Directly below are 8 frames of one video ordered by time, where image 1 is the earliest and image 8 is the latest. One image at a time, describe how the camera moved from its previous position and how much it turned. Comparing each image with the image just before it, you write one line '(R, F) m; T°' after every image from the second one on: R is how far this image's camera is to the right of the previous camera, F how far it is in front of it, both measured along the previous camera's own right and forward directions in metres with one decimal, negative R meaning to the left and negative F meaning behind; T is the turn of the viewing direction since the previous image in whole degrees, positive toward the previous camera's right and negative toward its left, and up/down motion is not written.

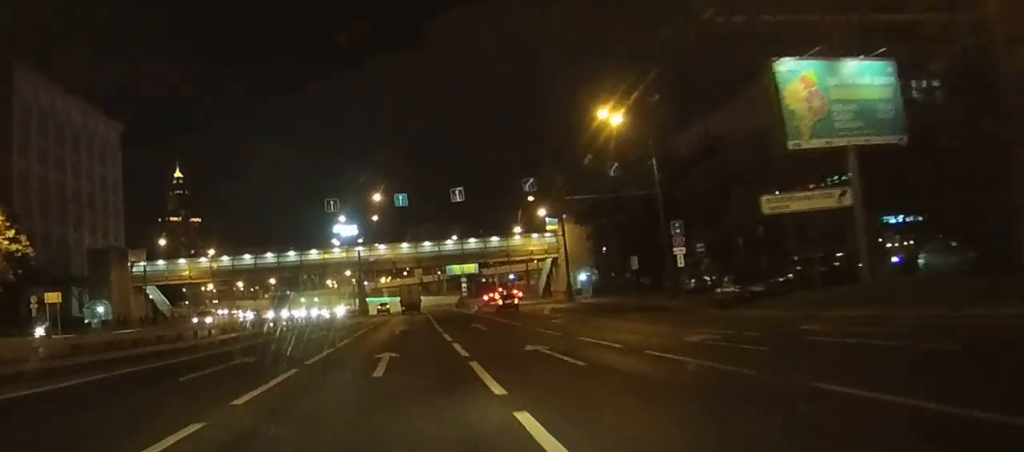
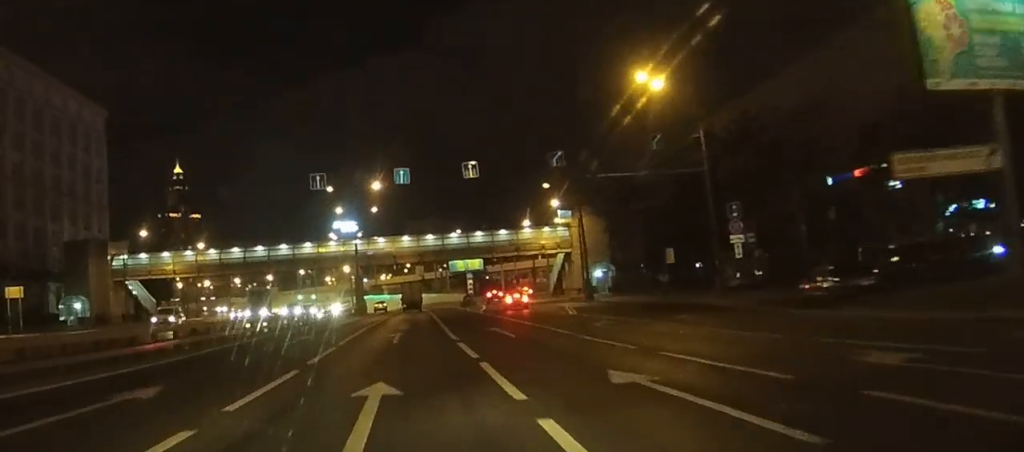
(0.0, +8.8) m; 0°
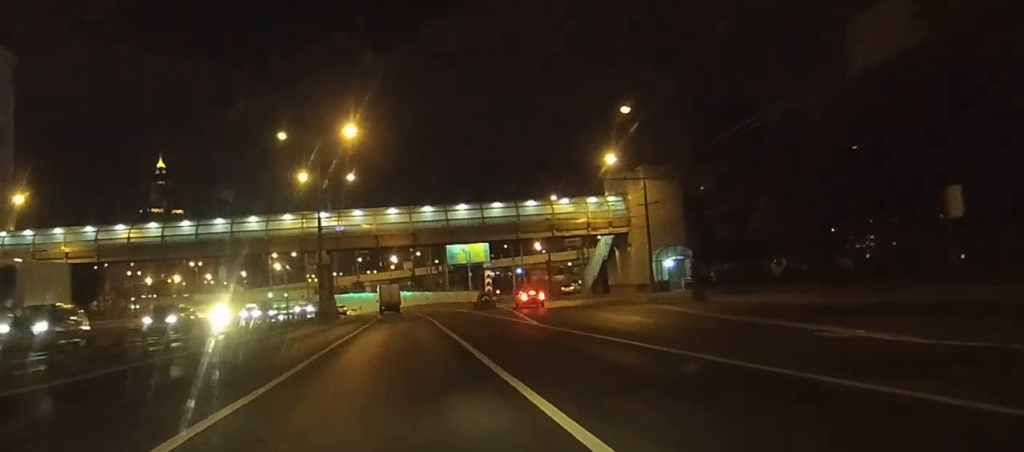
(0.0, +32.3) m; 0°
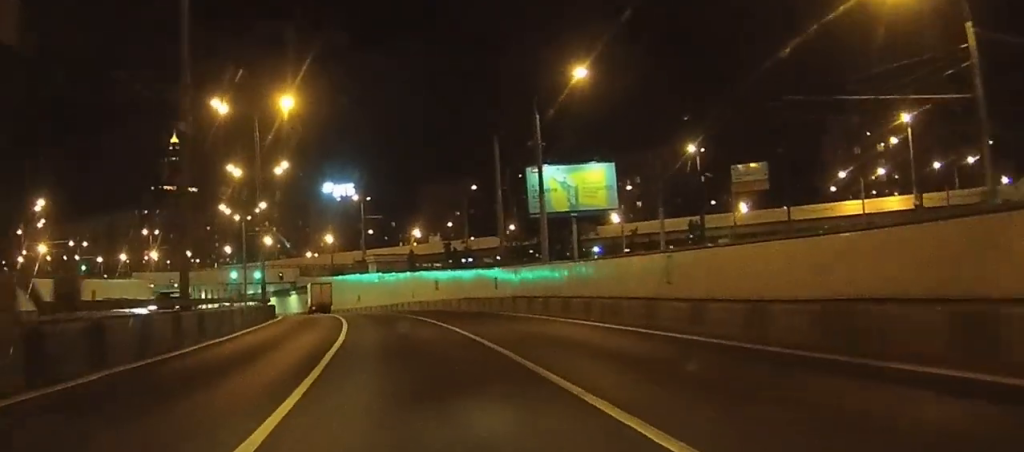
(+0.2, +67.5) m; -1°
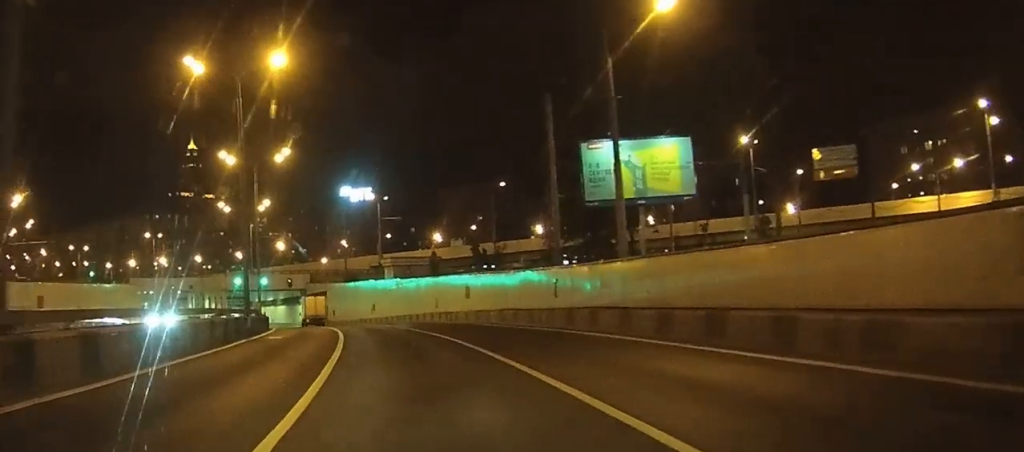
(-0.1, +12.6) m; -2°
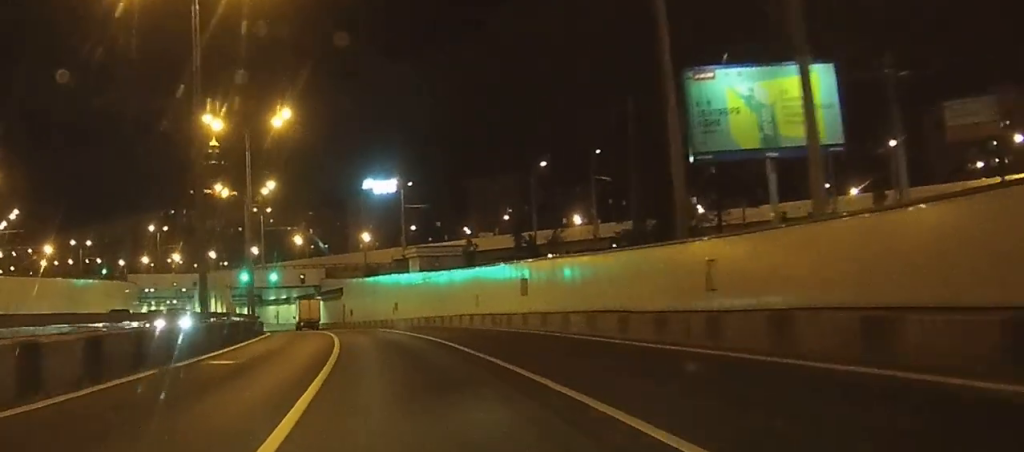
(-0.1, +14.6) m; -2°
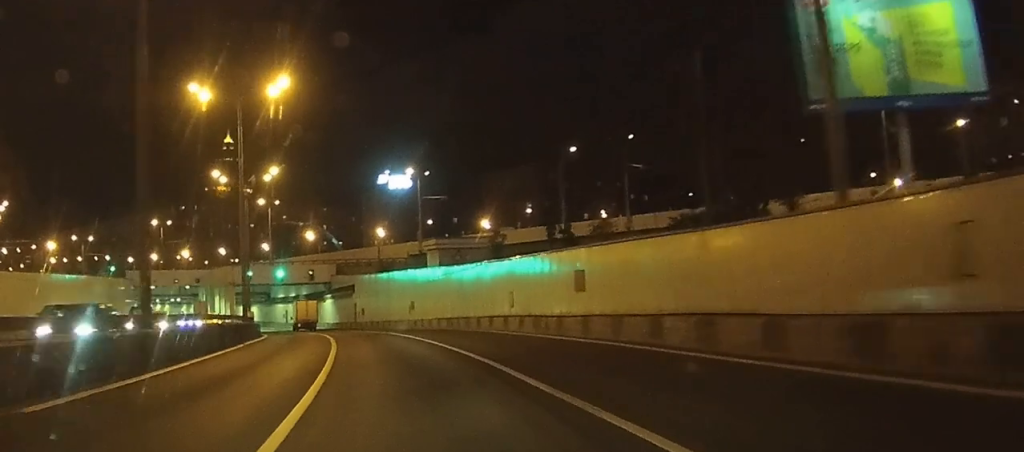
(-0.3, +8.6) m; -1°
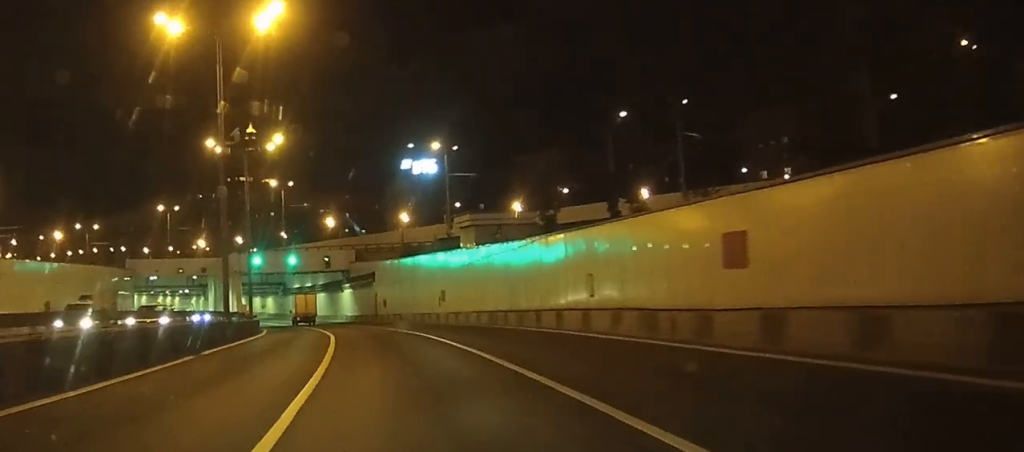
(-0.2, +11.9) m; -1°
